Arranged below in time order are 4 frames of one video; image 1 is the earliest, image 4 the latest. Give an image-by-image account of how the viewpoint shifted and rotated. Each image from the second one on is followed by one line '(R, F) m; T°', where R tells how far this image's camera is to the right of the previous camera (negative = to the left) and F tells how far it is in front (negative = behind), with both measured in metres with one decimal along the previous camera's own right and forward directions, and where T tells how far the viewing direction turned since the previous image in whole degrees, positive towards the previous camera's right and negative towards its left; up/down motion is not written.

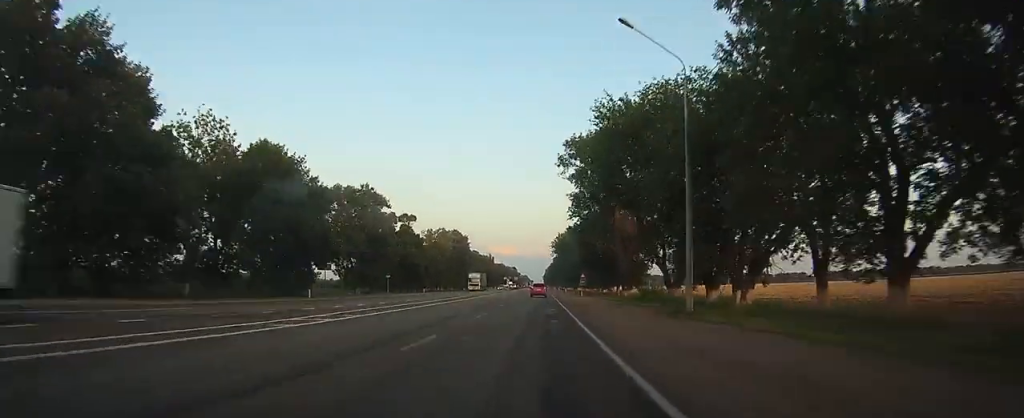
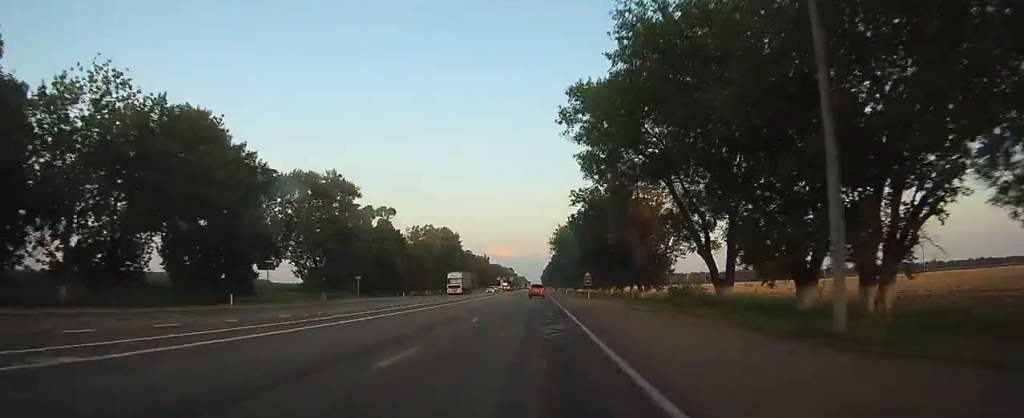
(0.0, +13.3) m; 0°
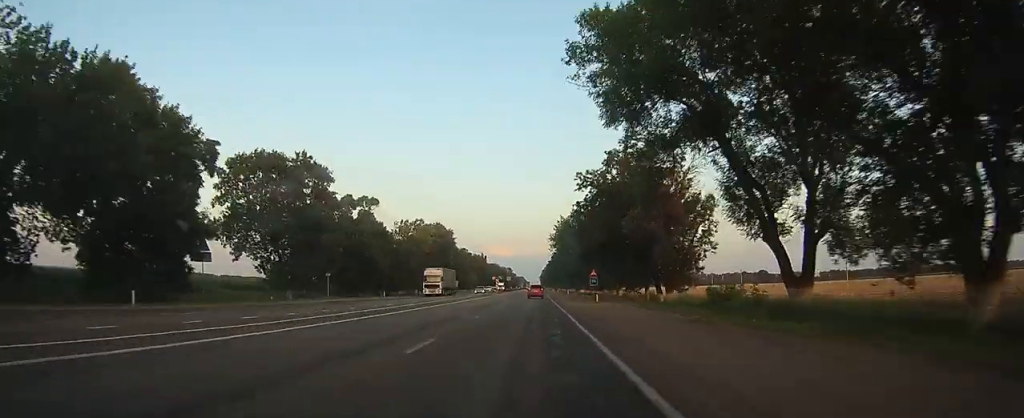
(+0.1, +10.2) m; 0°
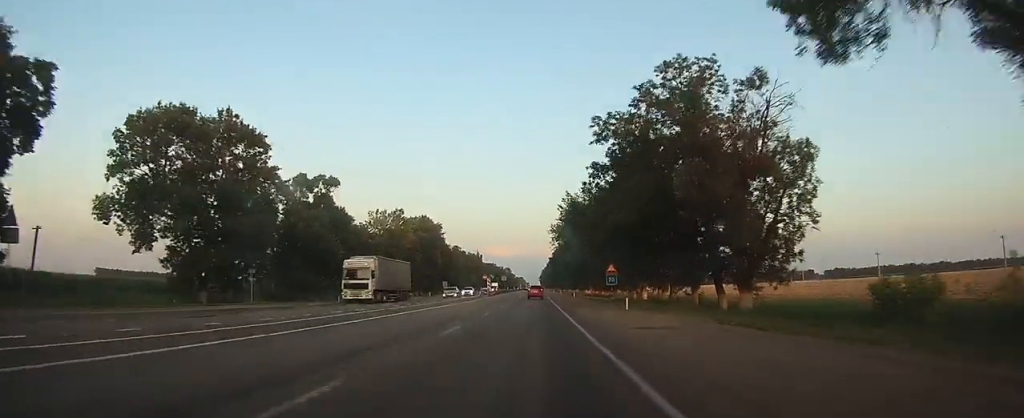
(0.0, +17.4) m; 0°
